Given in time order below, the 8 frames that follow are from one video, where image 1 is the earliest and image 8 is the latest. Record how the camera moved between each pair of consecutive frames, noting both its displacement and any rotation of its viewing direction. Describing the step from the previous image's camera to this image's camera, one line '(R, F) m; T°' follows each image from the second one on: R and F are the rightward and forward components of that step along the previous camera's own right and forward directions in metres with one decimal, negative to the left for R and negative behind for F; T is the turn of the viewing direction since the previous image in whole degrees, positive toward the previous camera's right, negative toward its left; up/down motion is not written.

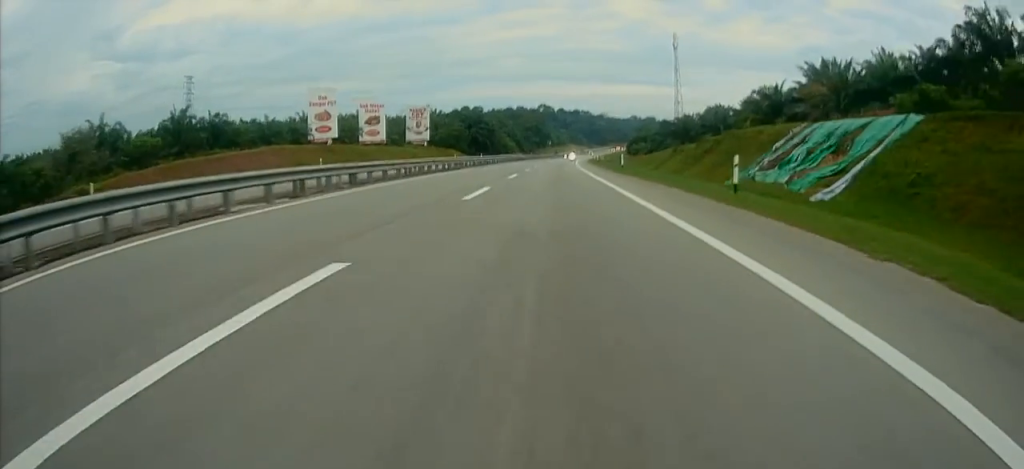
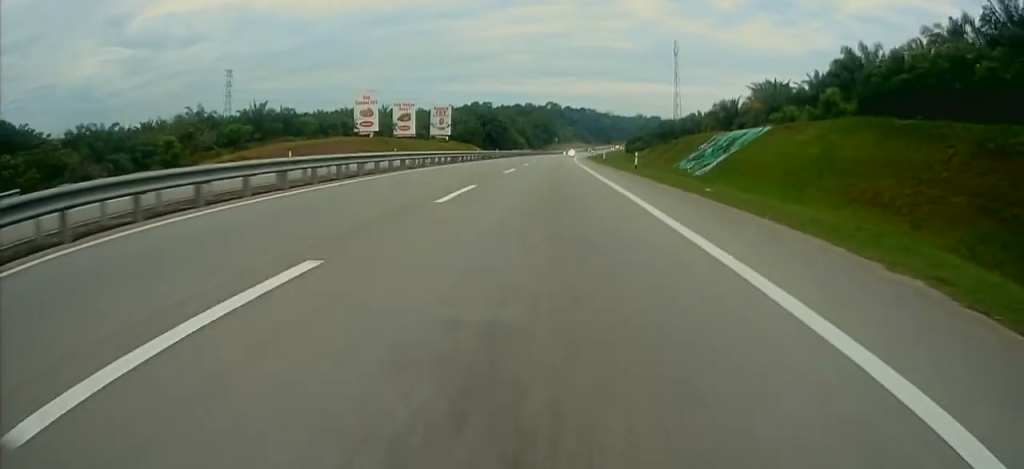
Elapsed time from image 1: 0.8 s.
(-0.4, +22.6) m; -2°
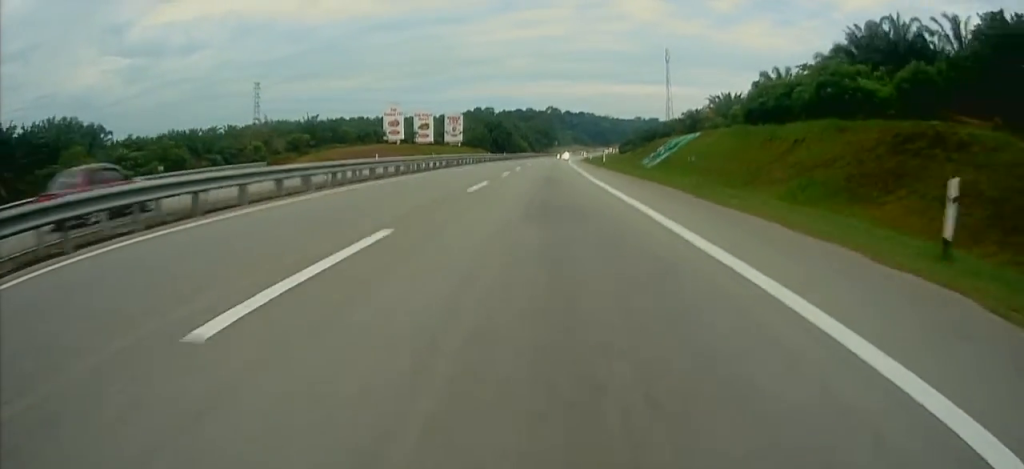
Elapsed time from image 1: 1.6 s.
(-0.5, +23.5) m; -2°
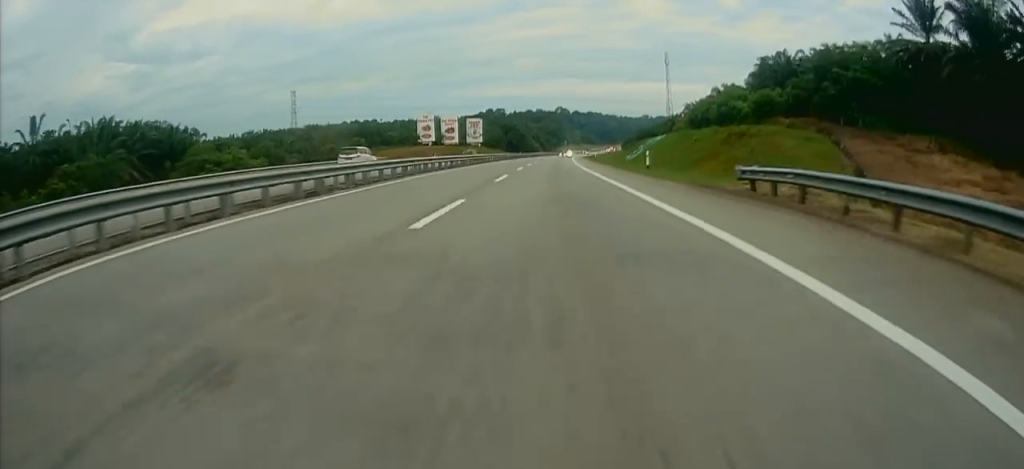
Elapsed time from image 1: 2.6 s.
(-0.2, +28.4) m; 0°
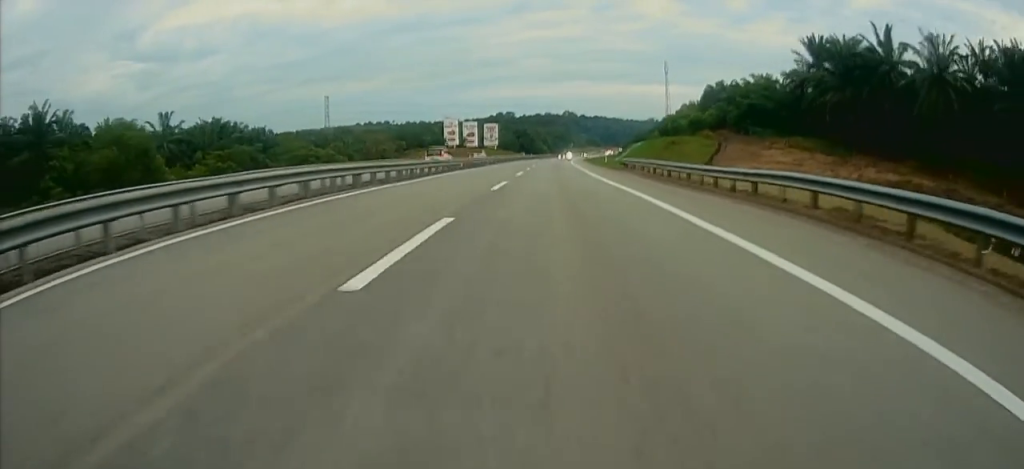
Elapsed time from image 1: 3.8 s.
(0.0, +32.0) m; 0°
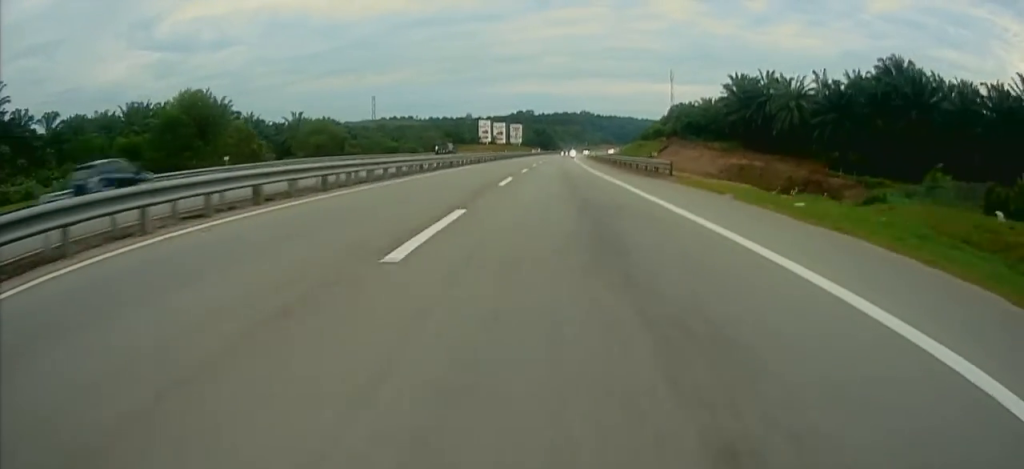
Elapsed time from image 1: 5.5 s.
(+0.5, +49.3) m; -2°
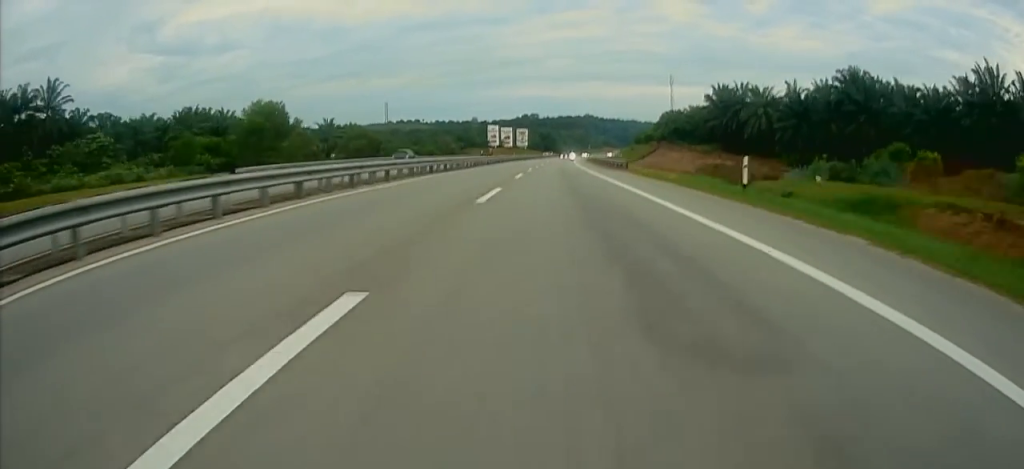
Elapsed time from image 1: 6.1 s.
(-0.8, +18.1) m; -1°
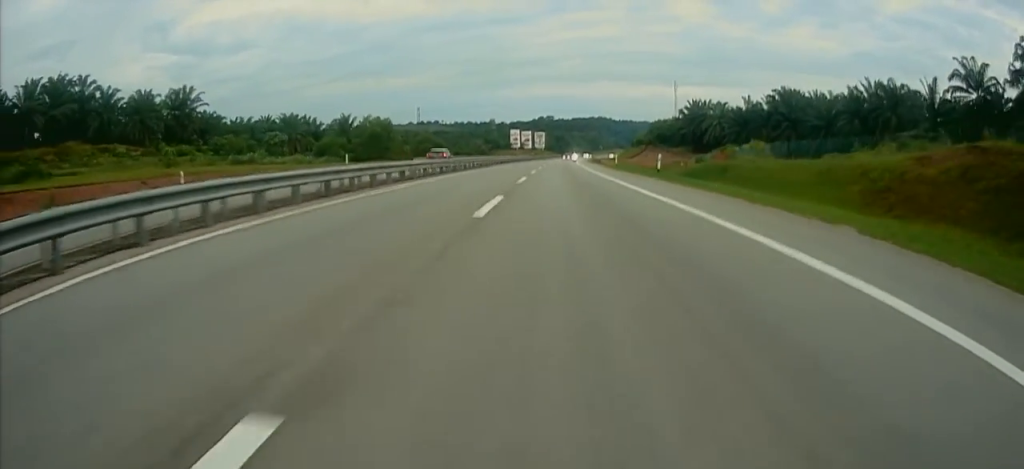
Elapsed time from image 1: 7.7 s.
(+0.1, +44.8) m; 0°
